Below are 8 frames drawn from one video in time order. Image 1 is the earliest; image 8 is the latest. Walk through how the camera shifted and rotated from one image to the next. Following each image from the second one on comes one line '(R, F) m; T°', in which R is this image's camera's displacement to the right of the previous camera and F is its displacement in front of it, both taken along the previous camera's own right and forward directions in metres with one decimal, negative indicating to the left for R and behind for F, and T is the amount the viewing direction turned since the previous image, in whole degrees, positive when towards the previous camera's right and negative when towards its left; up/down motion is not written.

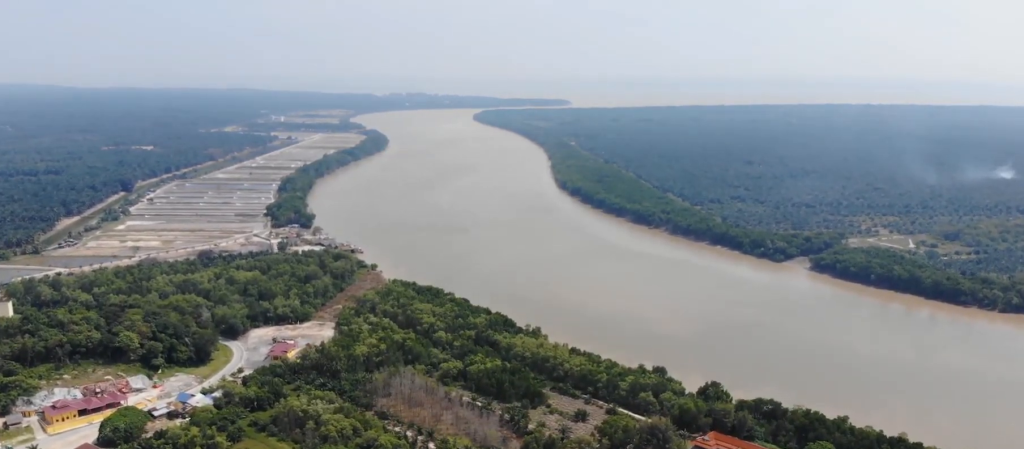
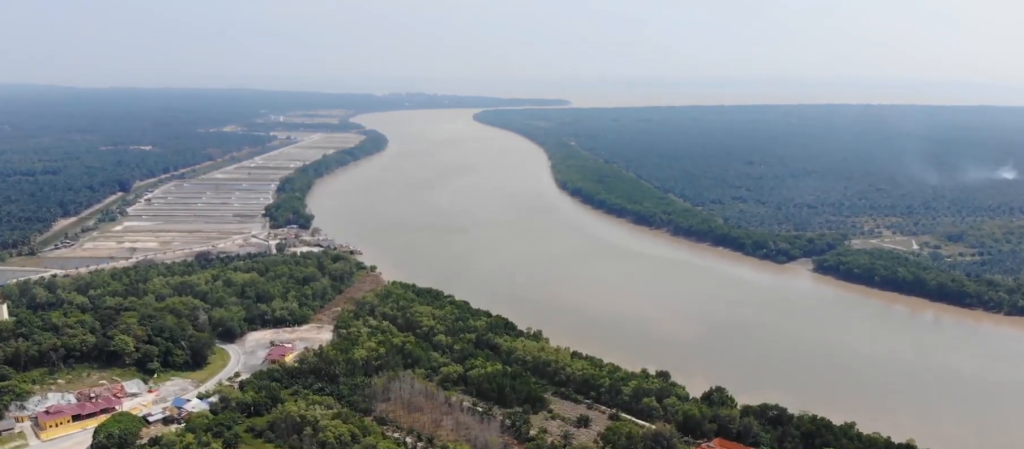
(0.0, +6.7) m; 0°
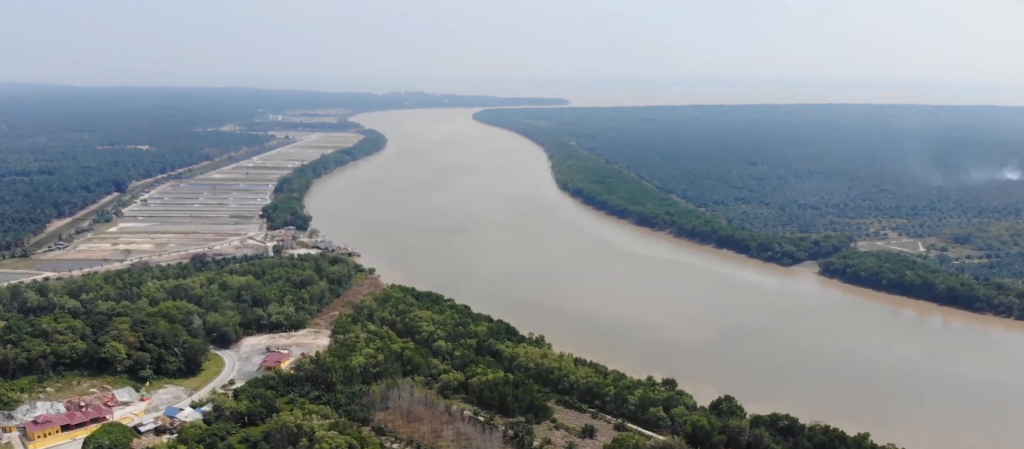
(-0.1, +12.2) m; 0°
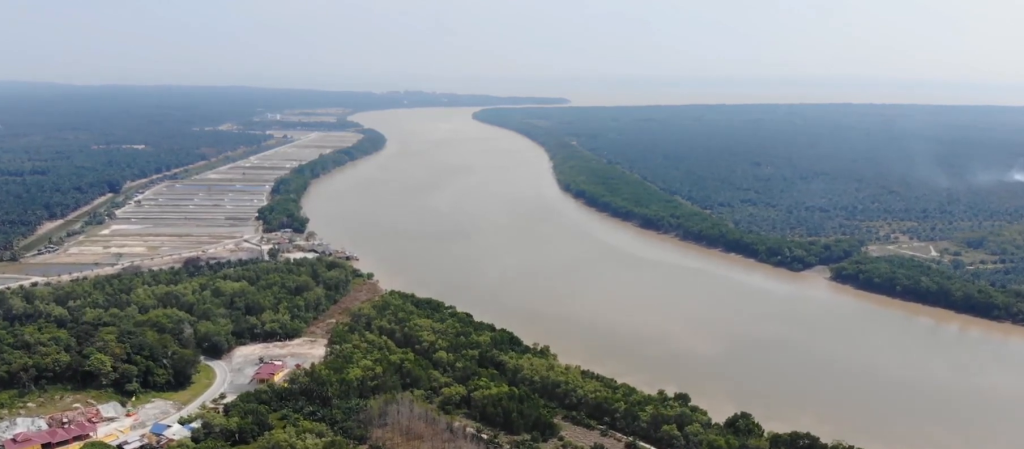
(+0.2, +20.8) m; +1°
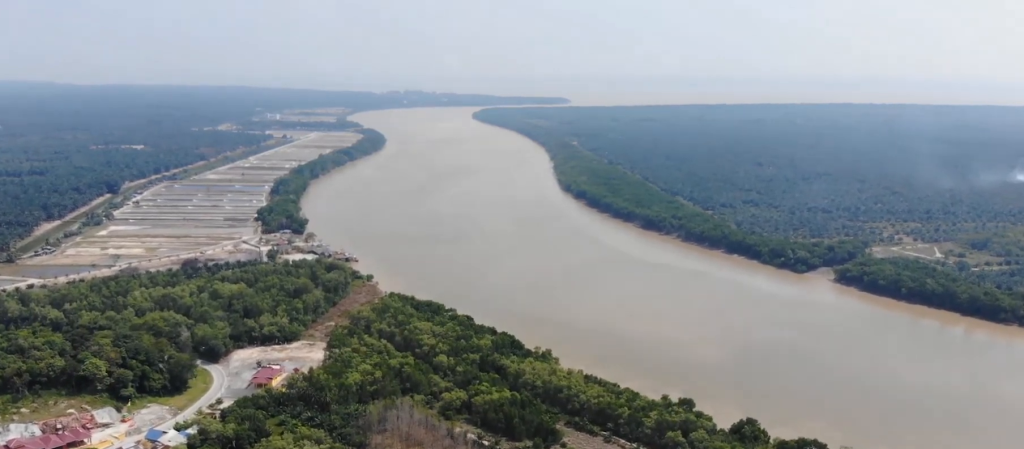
(0.0, +6.7) m; 0°
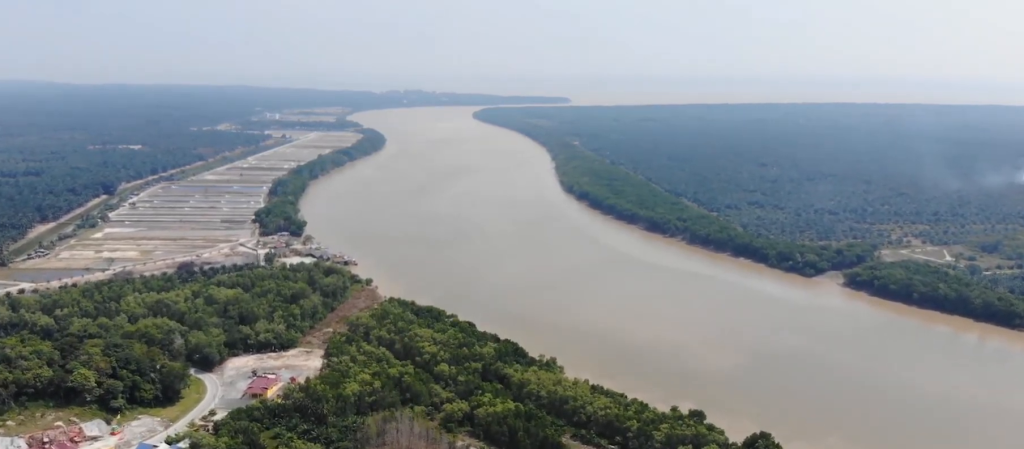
(+0.1, +14.3) m; +1°
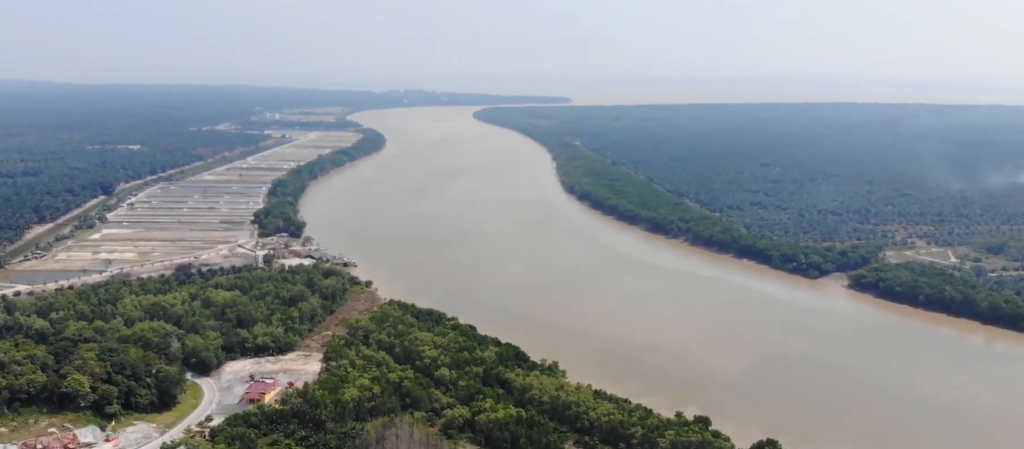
(0.0, +6.7) m; 0°
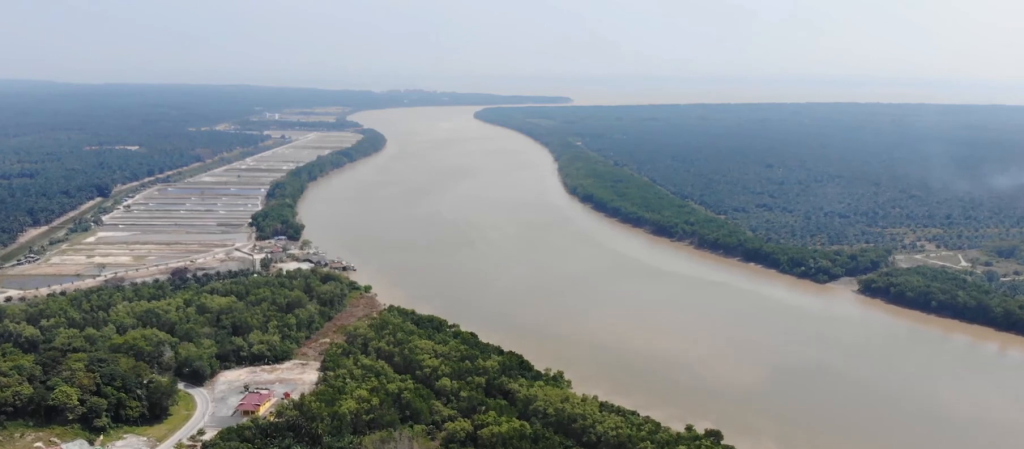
(+0.1, +13.6) m; 0°
